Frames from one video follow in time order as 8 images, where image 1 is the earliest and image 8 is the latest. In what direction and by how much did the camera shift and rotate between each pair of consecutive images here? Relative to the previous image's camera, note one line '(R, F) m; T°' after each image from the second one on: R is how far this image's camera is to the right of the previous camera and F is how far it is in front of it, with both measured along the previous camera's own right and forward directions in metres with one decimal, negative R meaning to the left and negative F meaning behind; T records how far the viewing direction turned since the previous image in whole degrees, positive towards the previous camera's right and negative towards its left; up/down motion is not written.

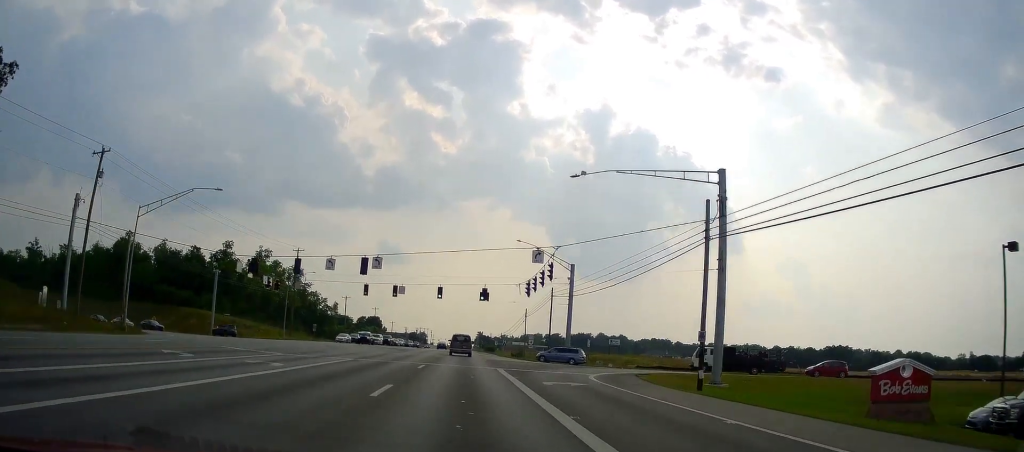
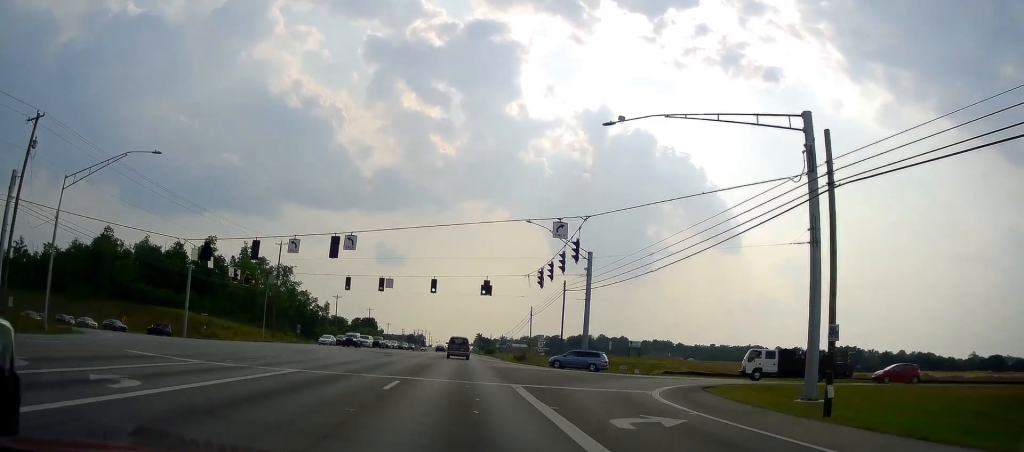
(+0.2, +9.8) m; 0°
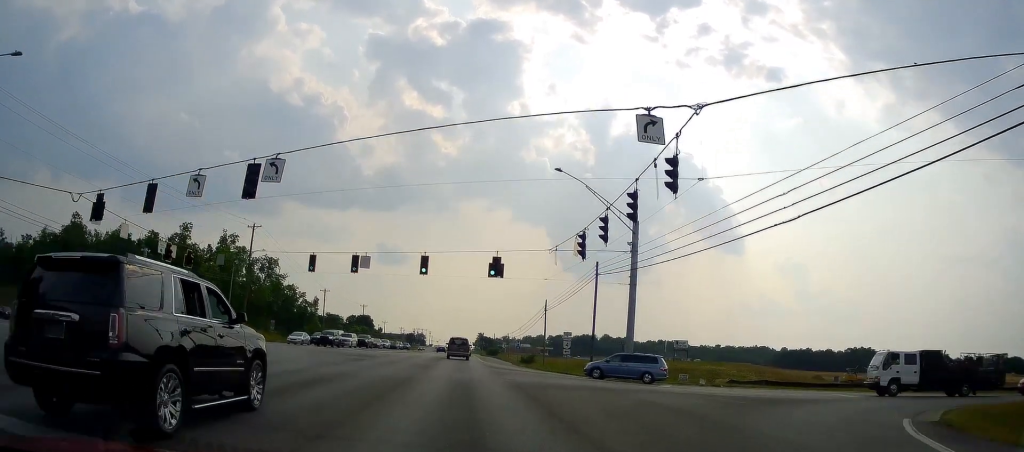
(-0.2, +14.6) m; -1°
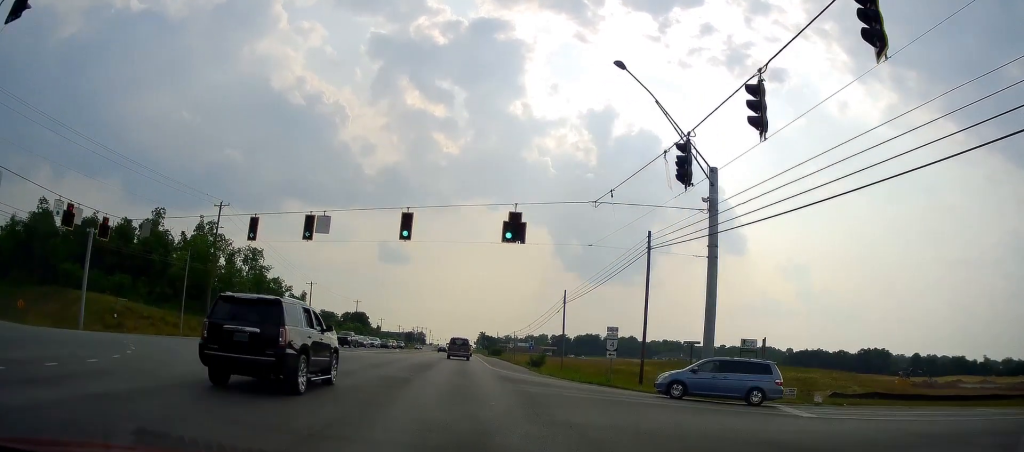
(-0.1, +13.2) m; 0°
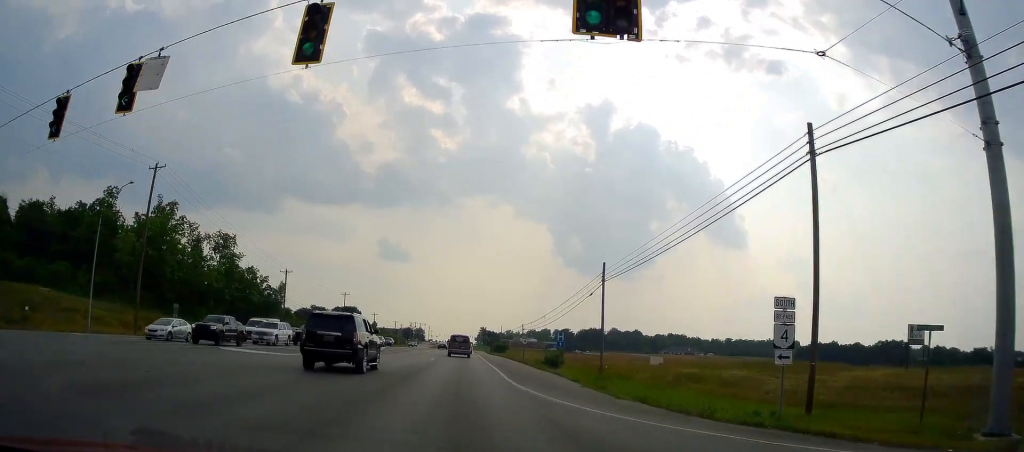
(0.0, +17.2) m; +1°
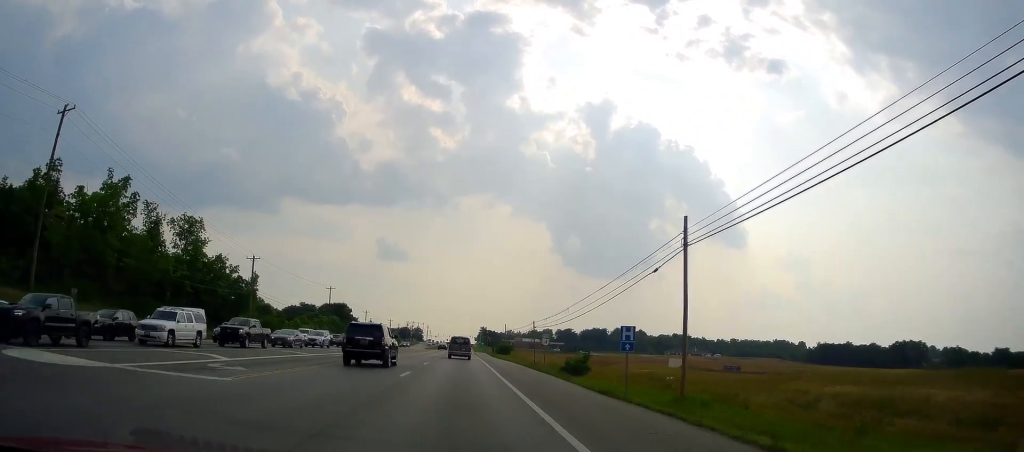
(+0.5, +16.7) m; 0°
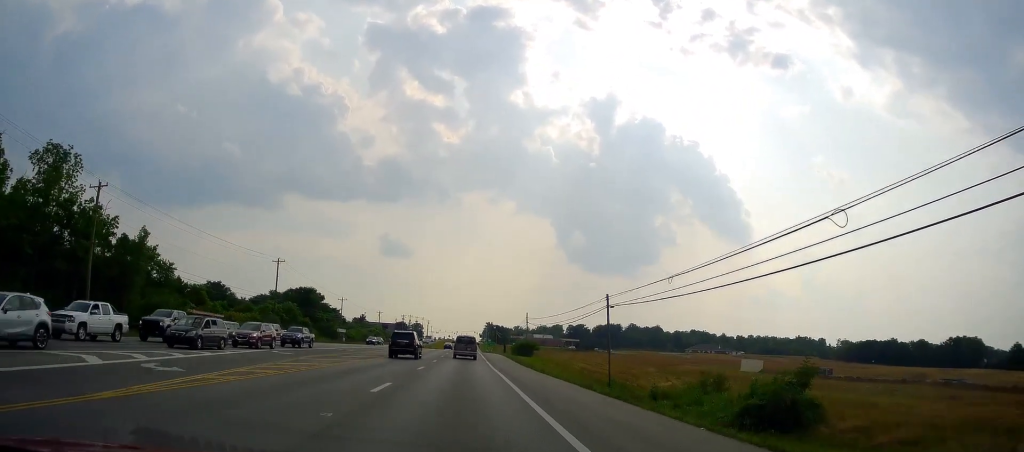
(-1.0, +42.2) m; -1°
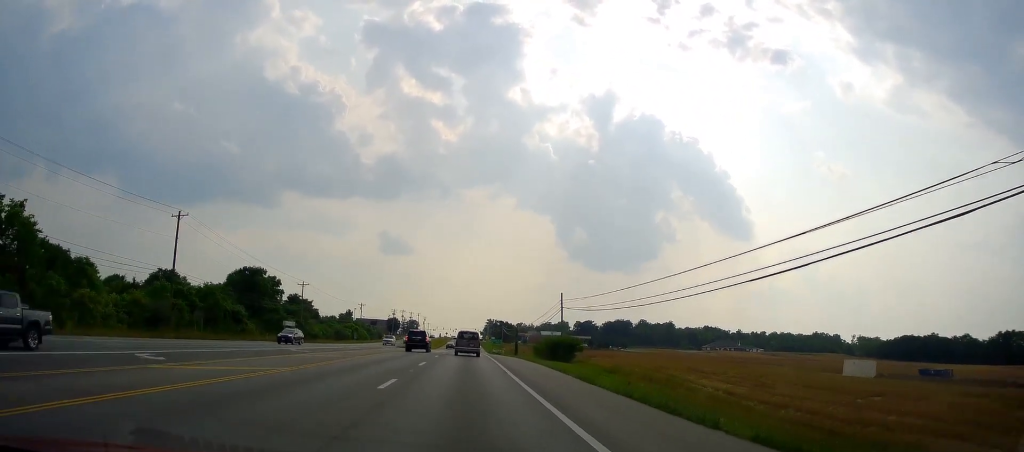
(0.0, +36.0) m; +2°
